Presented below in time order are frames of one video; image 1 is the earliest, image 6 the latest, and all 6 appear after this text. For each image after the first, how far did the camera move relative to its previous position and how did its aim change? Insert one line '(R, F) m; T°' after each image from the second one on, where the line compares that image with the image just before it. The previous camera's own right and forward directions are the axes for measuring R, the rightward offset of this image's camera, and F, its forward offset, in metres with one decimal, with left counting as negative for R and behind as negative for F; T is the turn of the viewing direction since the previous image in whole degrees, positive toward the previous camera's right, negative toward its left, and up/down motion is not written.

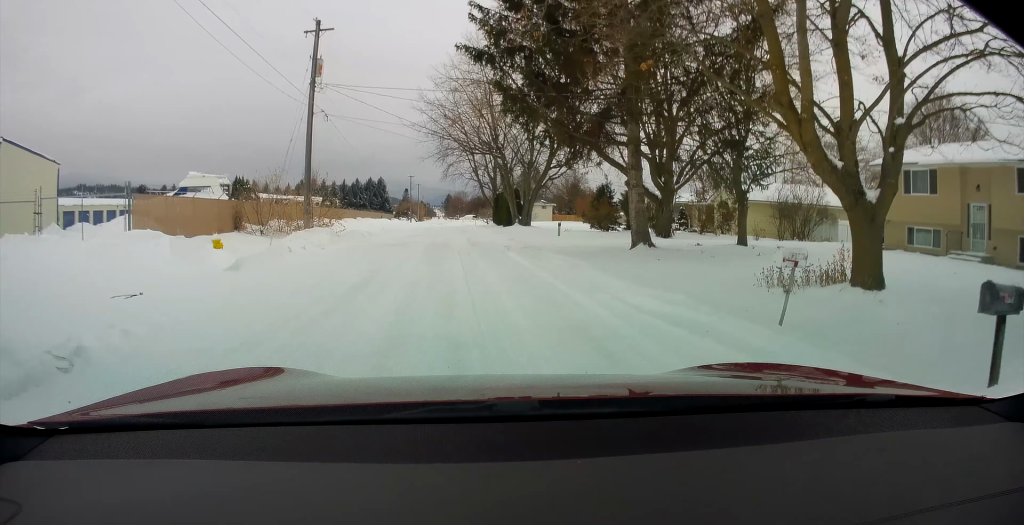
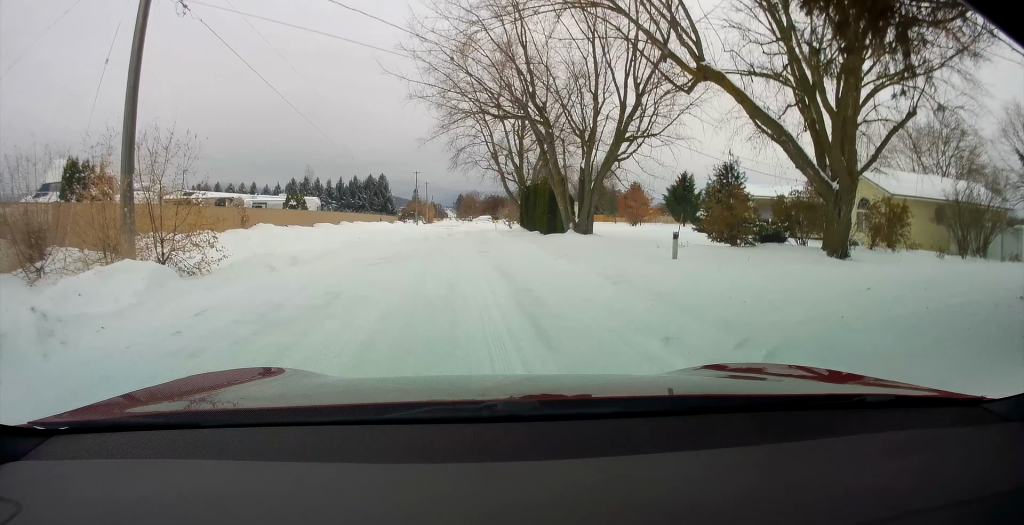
(0.0, +16.3) m; 0°
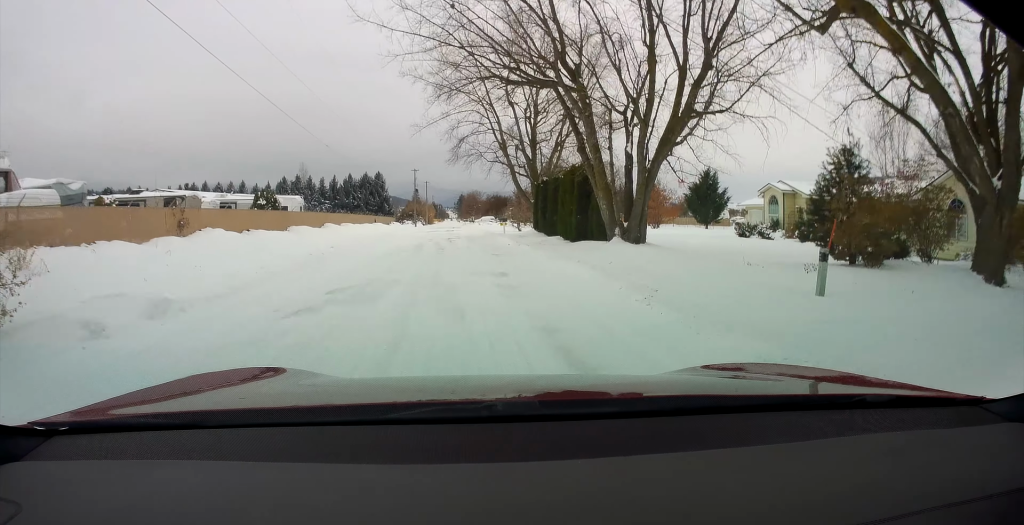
(0.0, +7.6) m; +1°
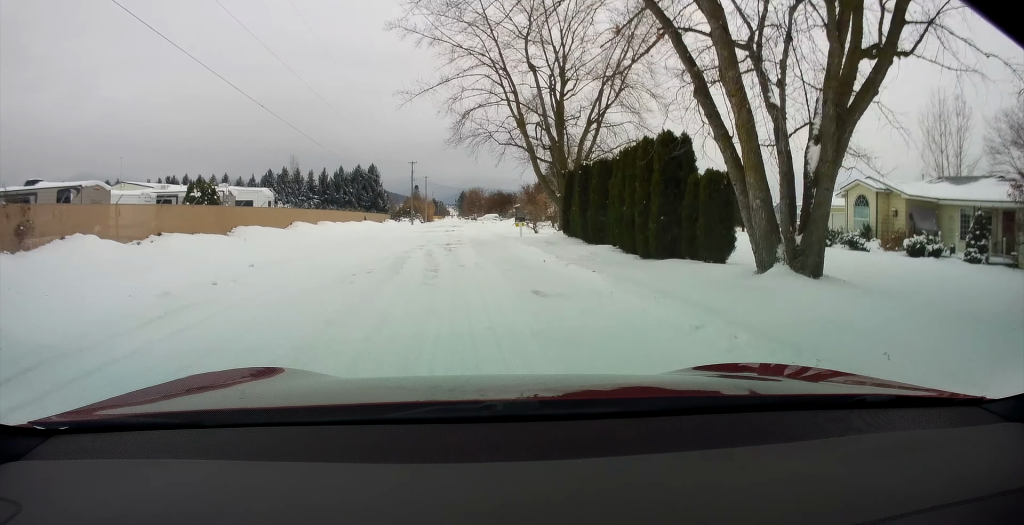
(+0.1, +9.8) m; +3°
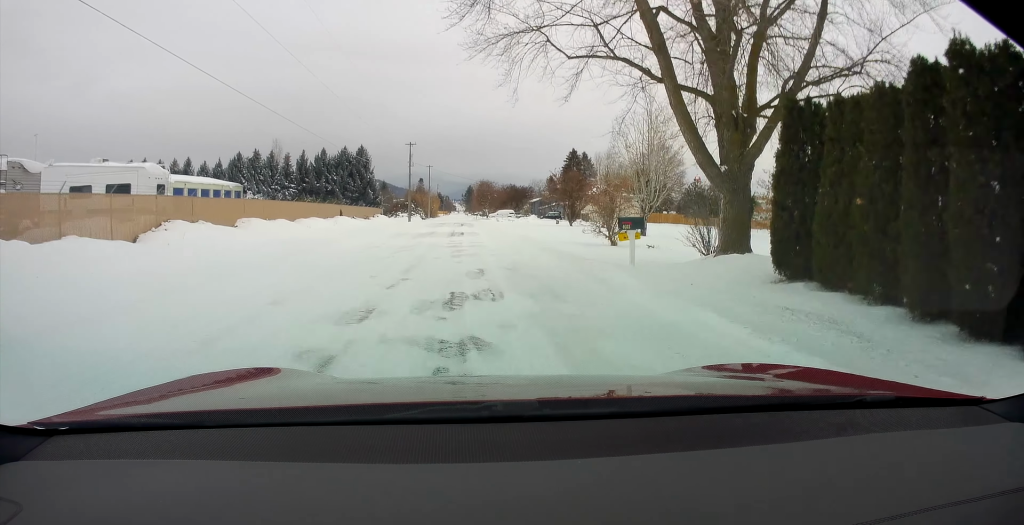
(-0.2, +19.8) m; -4°
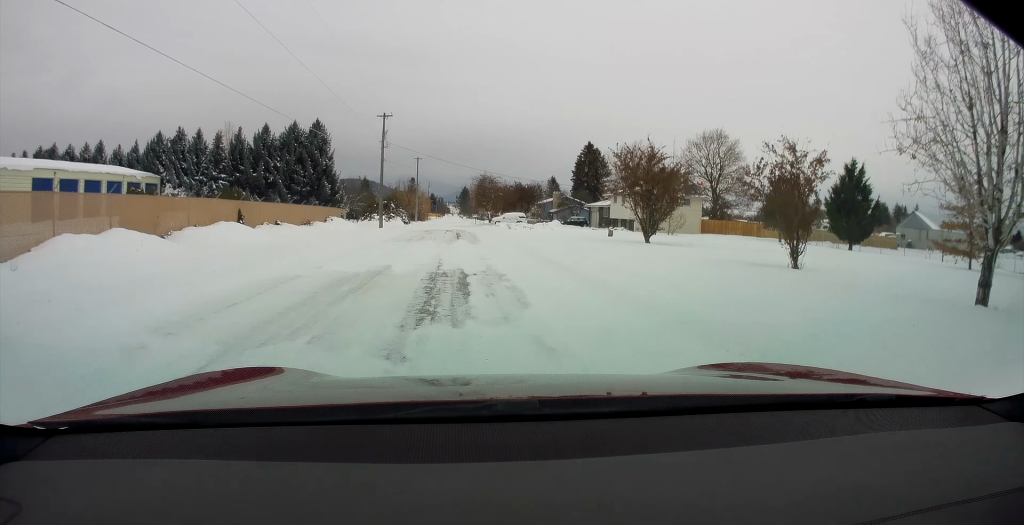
(-0.1, +24.2) m; 0°
